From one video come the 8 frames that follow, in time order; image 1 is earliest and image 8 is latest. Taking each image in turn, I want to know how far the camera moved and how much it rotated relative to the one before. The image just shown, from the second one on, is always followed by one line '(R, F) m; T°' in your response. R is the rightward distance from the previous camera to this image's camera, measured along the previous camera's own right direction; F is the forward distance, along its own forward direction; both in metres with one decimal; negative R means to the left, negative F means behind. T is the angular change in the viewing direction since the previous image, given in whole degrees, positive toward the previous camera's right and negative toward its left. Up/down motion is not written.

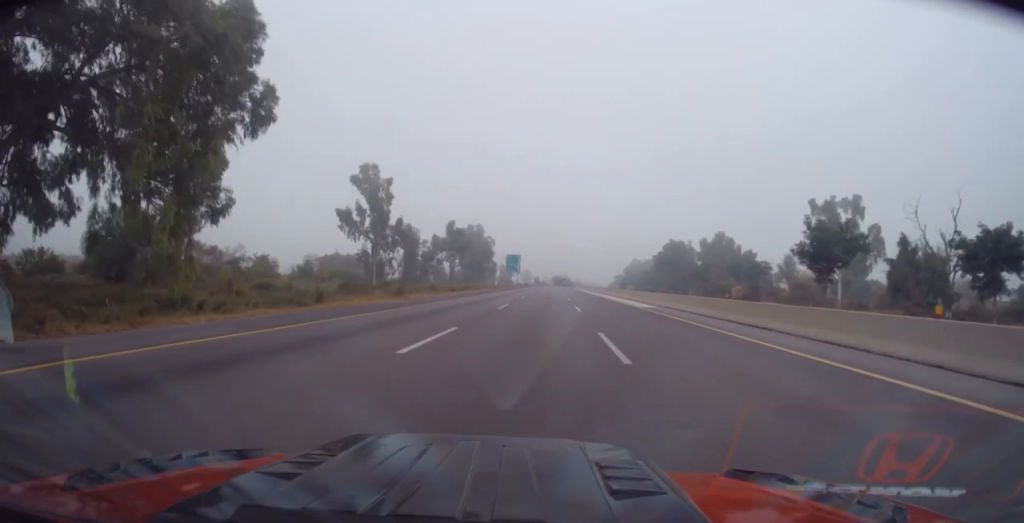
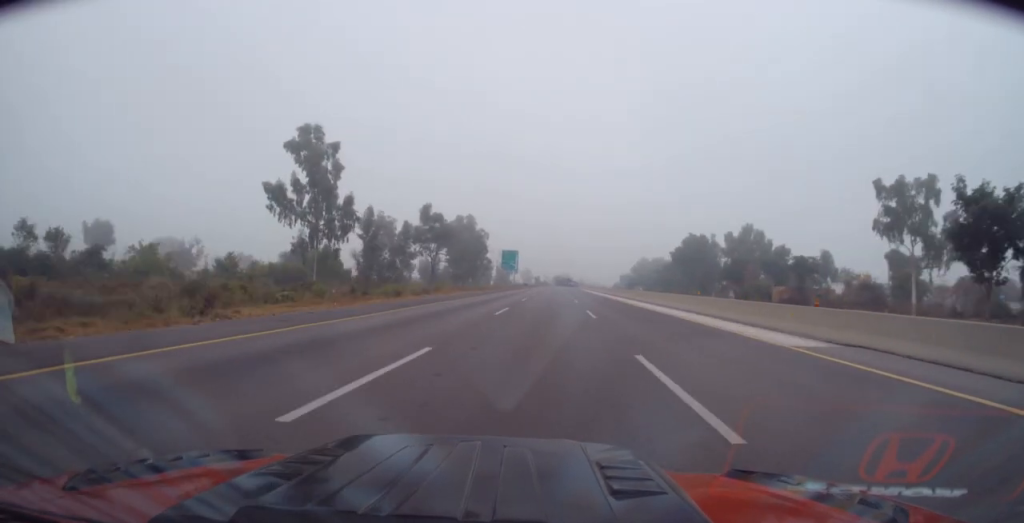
(-0.1, +22.7) m; -1°
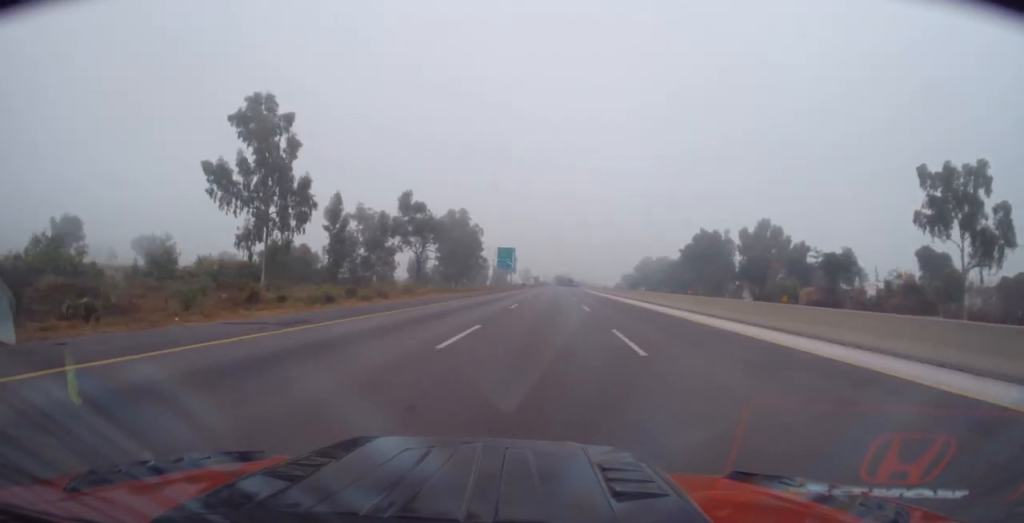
(-0.1, +11.8) m; 0°
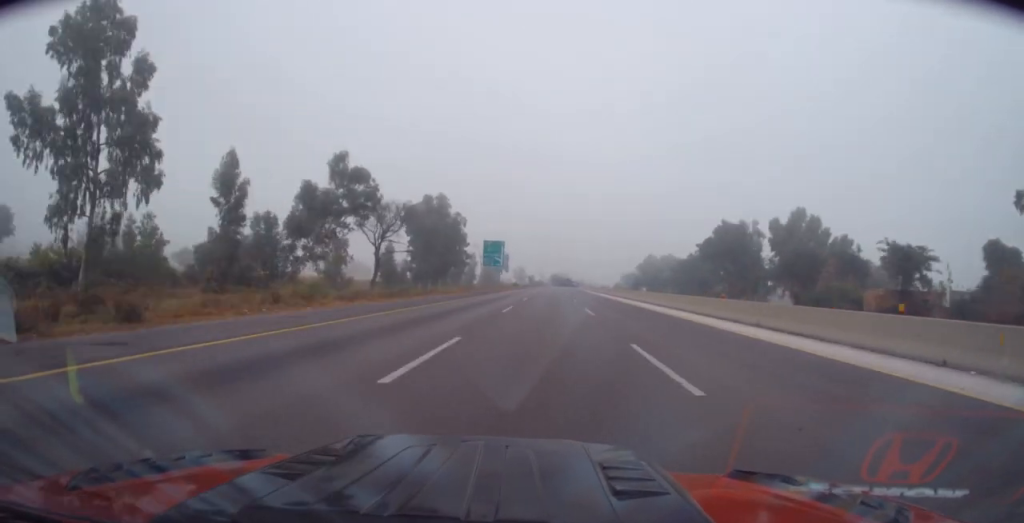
(0.0, +21.8) m; 0°
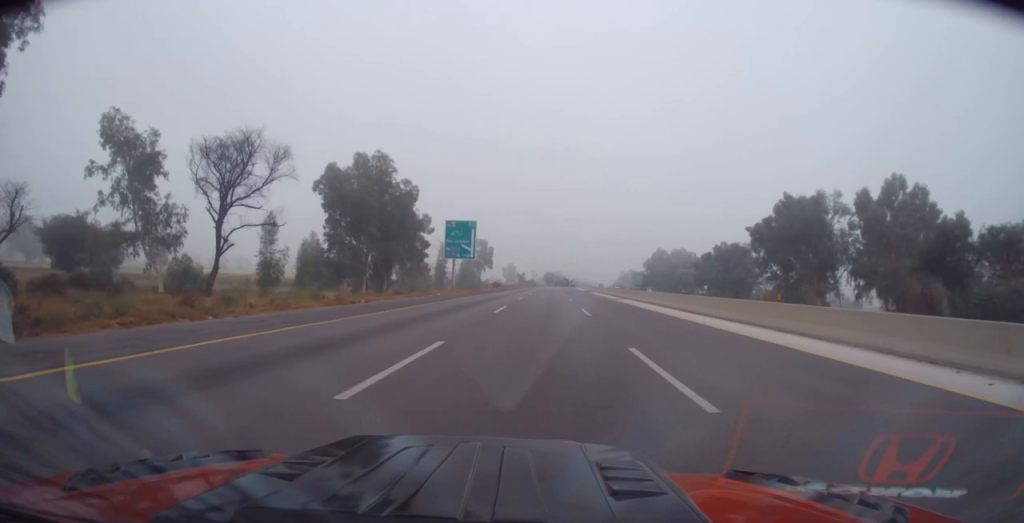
(+0.4, +37.5) m; +2°
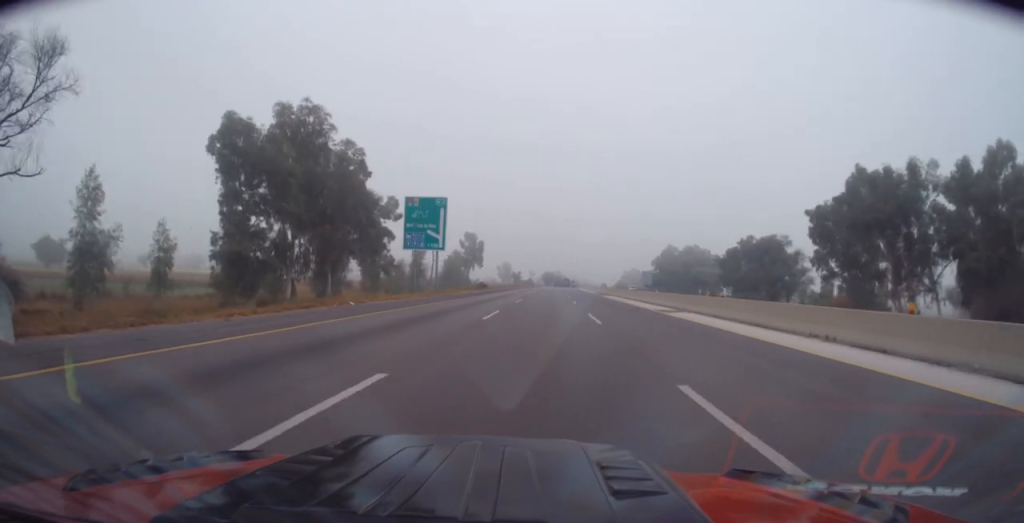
(+0.4, +22.5) m; 0°
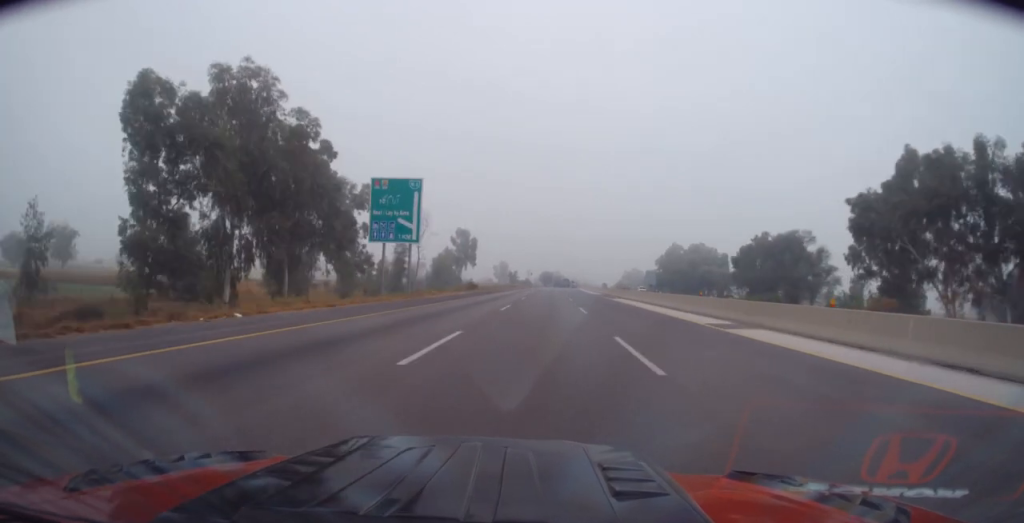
(-0.1, +10.8) m; 0°
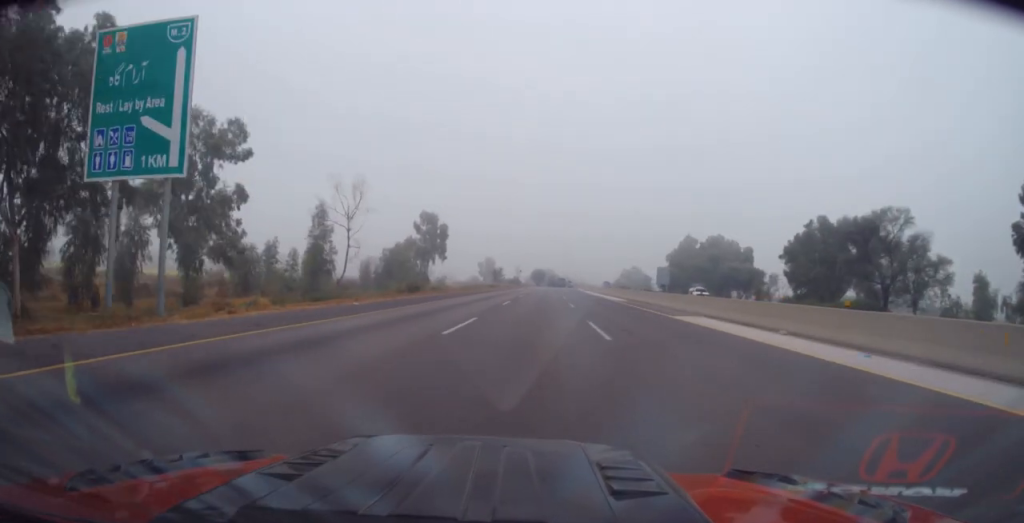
(-0.5, +30.7) m; 0°
